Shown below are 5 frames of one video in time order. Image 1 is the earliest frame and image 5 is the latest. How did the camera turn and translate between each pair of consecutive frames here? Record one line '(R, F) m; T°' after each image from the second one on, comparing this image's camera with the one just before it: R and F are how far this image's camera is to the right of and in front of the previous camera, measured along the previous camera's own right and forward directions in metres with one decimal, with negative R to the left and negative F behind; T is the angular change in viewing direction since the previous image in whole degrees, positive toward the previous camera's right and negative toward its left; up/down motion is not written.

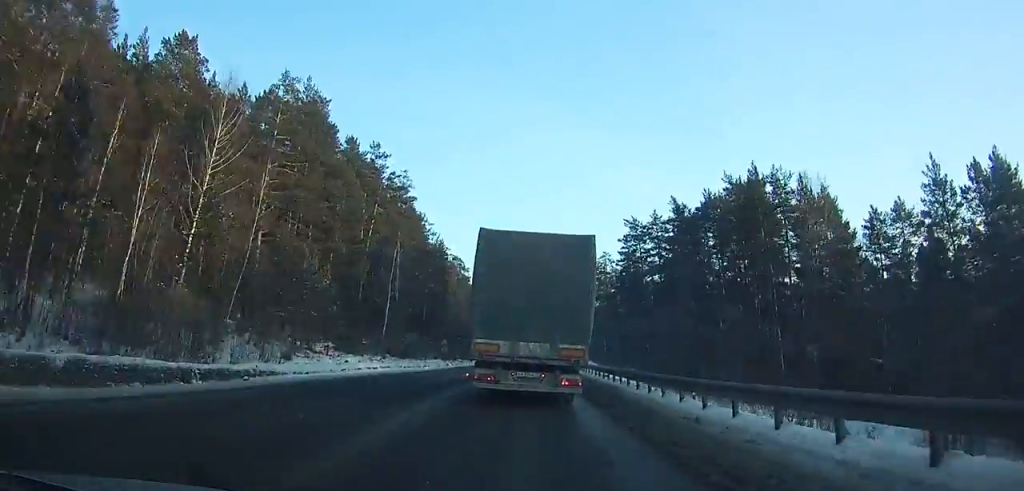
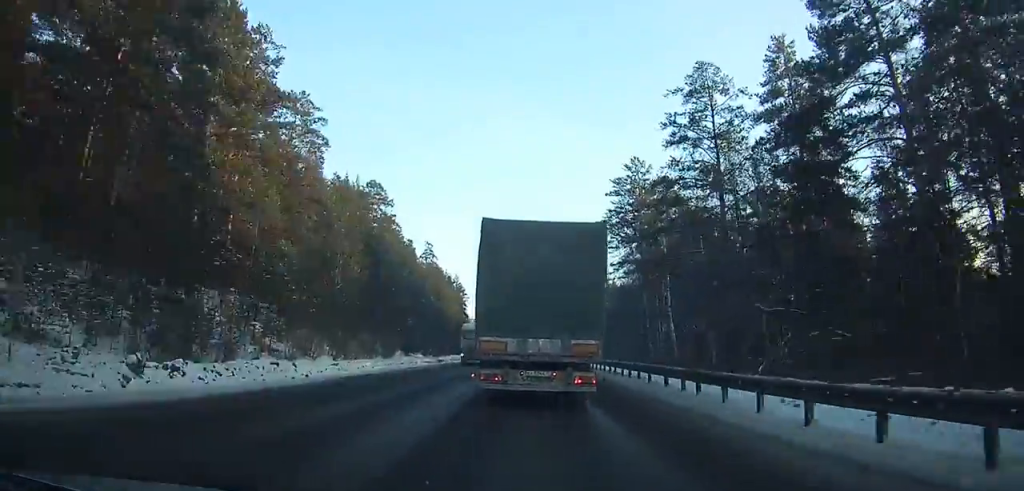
(+1.4, +68.7) m; +2°
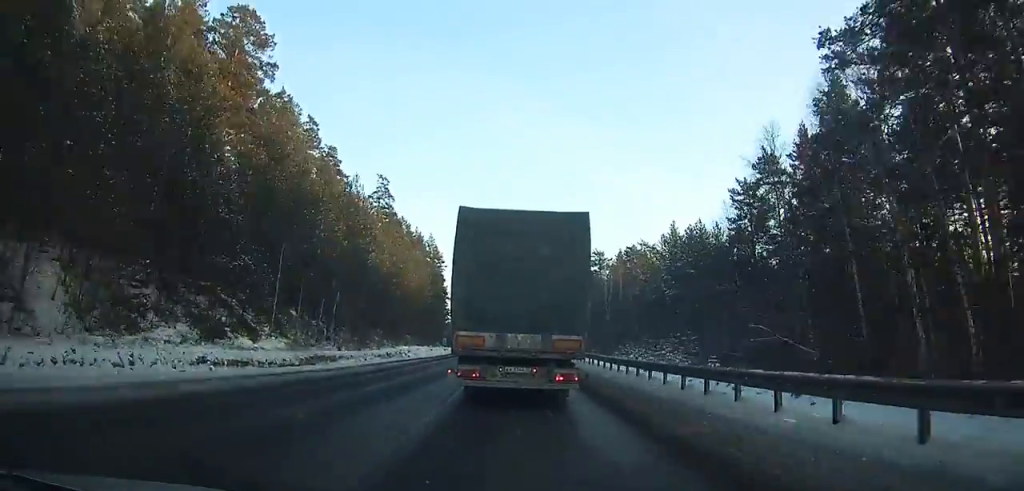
(+0.5, +52.7) m; 0°
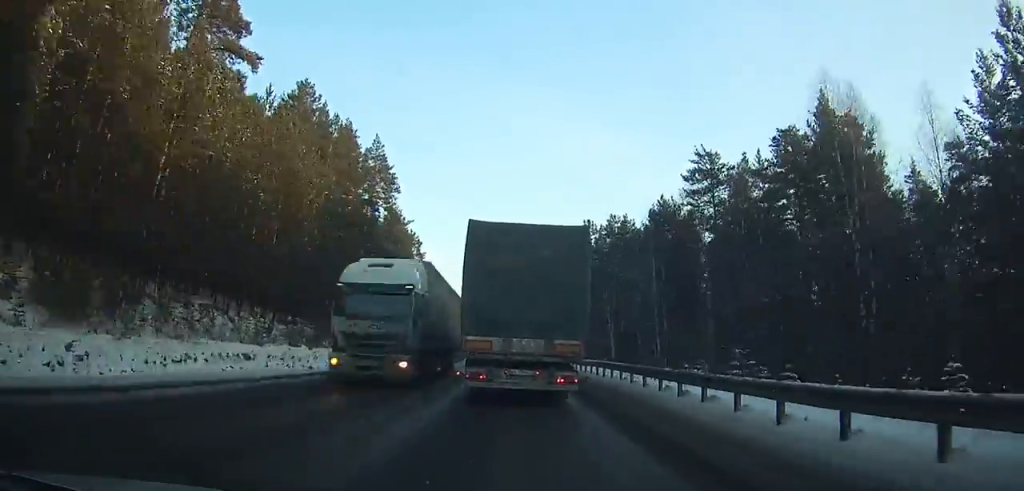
(-1.3, +68.2) m; -2°
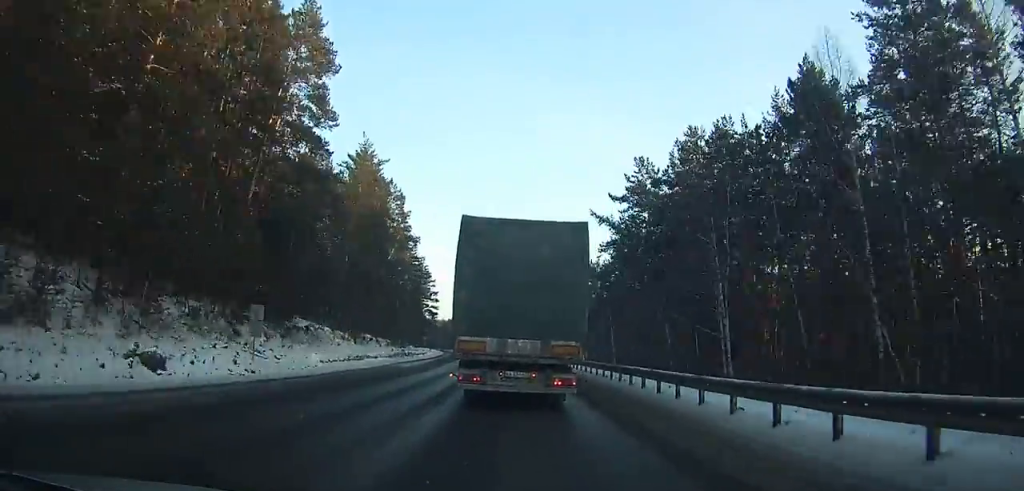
(-0.4, +30.7) m; -1°
